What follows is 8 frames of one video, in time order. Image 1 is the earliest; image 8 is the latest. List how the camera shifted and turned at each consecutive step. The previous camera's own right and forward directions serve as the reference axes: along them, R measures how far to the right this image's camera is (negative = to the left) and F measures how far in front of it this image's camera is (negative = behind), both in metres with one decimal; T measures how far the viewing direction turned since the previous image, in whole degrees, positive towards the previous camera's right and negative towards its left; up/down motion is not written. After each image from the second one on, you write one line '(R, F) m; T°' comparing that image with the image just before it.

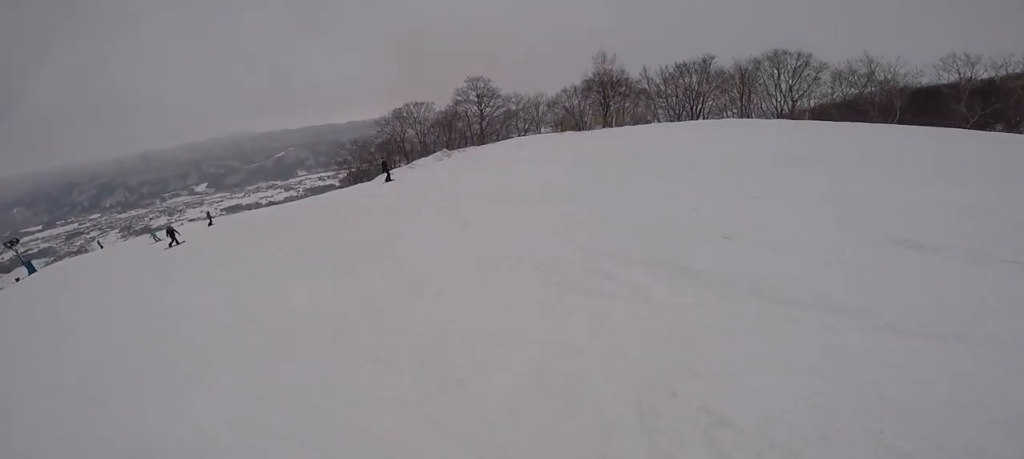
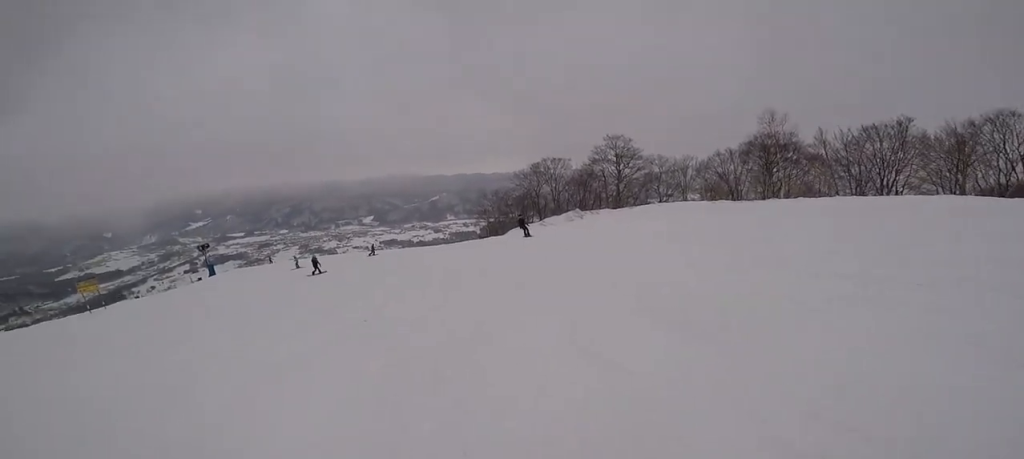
(+0.5, +3.2) m; +1°
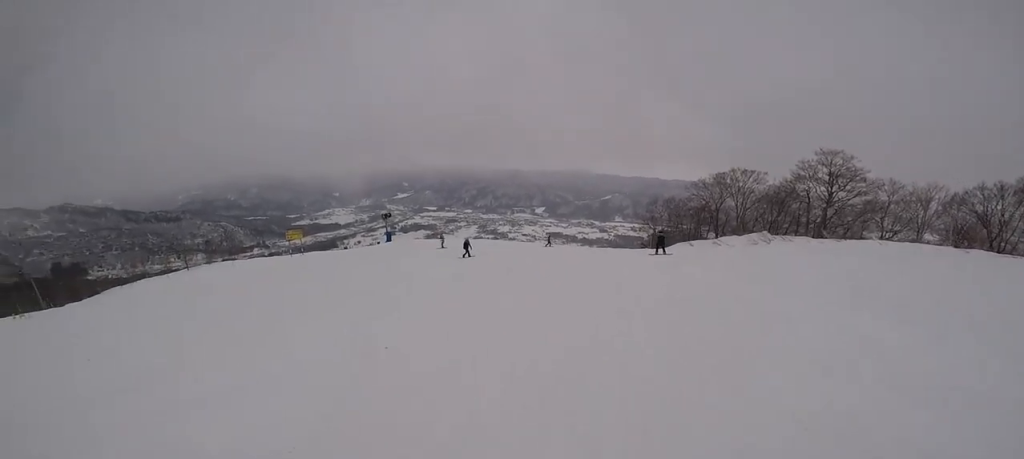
(-0.5, +3.9) m; -23°
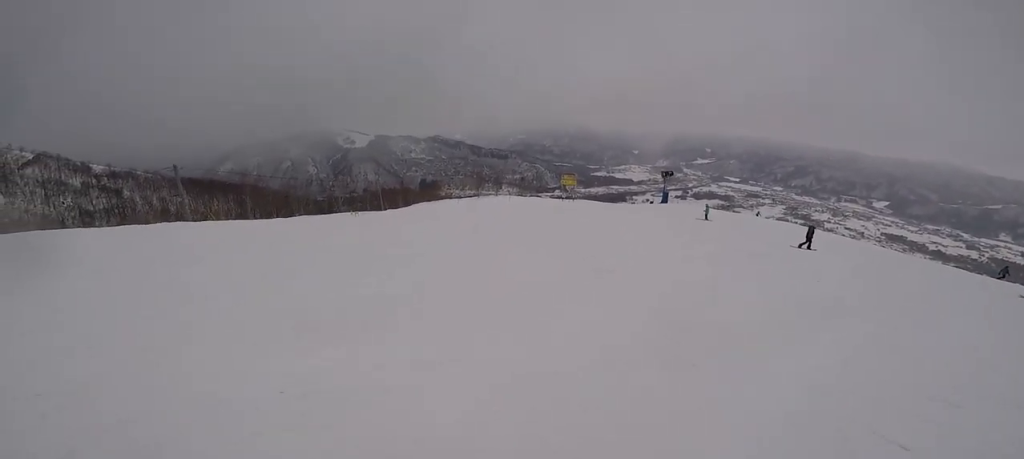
(-5.0, +7.3) m; -44°
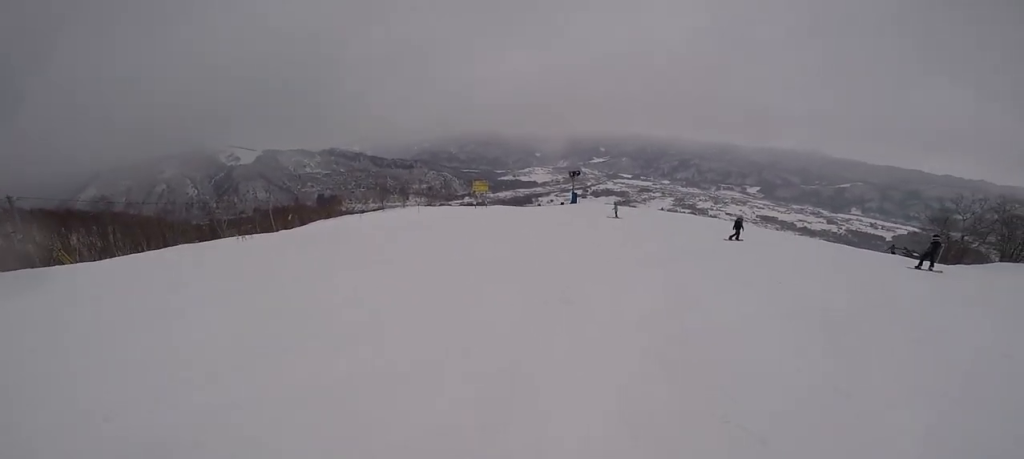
(-0.6, +2.2) m; +9°
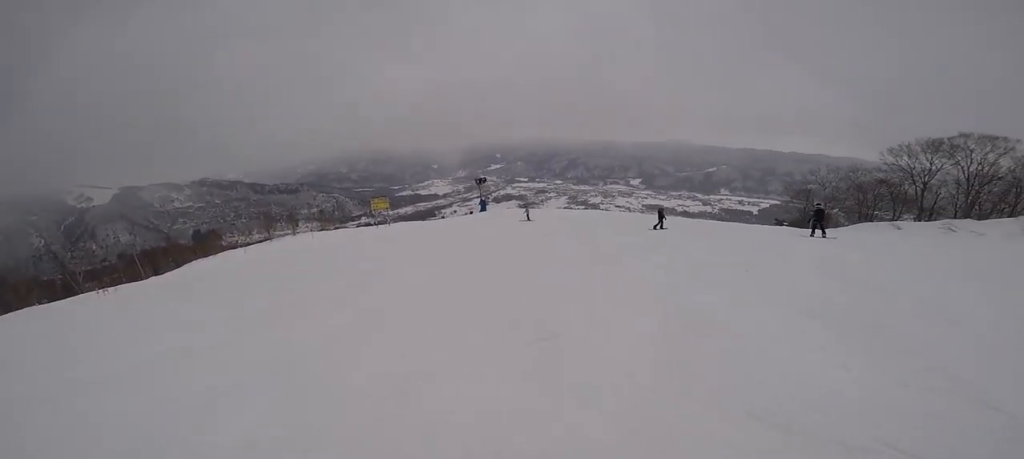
(+0.5, +1.8) m; +16°
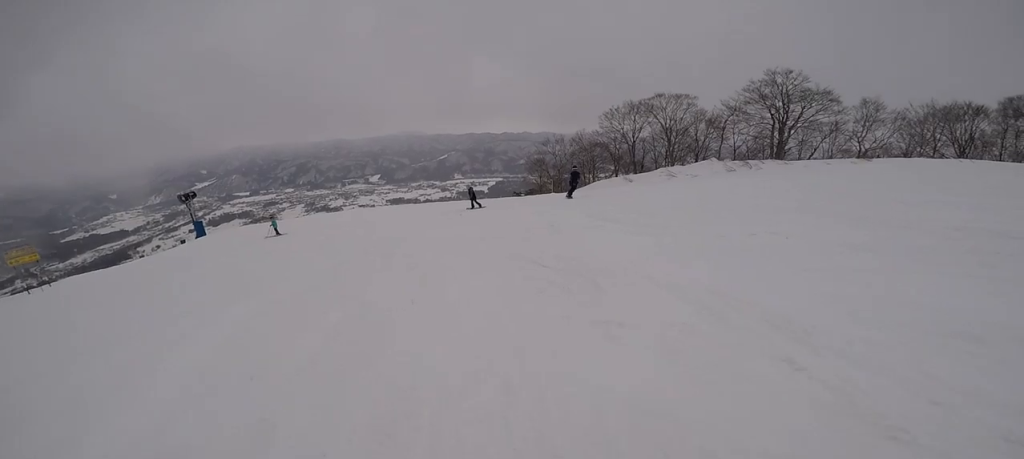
(+2.5, +4.7) m; +31°
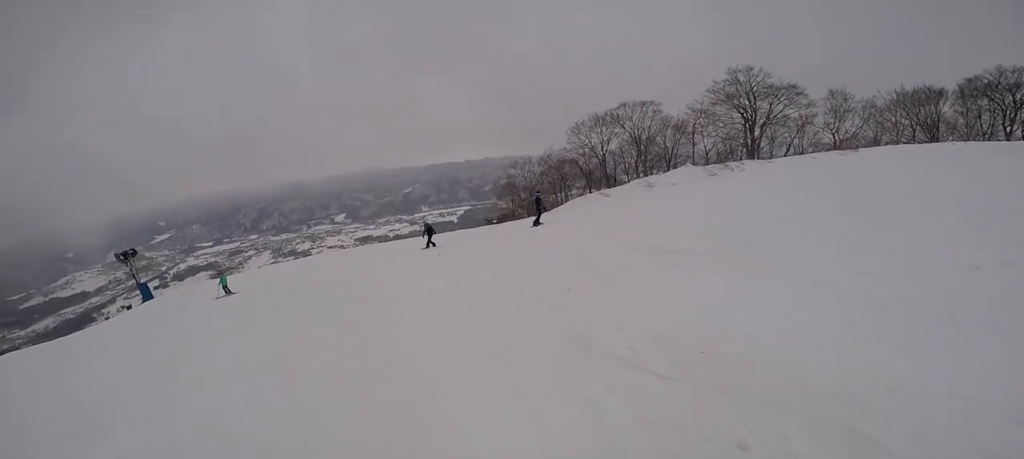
(+0.3, +3.0) m; -6°
